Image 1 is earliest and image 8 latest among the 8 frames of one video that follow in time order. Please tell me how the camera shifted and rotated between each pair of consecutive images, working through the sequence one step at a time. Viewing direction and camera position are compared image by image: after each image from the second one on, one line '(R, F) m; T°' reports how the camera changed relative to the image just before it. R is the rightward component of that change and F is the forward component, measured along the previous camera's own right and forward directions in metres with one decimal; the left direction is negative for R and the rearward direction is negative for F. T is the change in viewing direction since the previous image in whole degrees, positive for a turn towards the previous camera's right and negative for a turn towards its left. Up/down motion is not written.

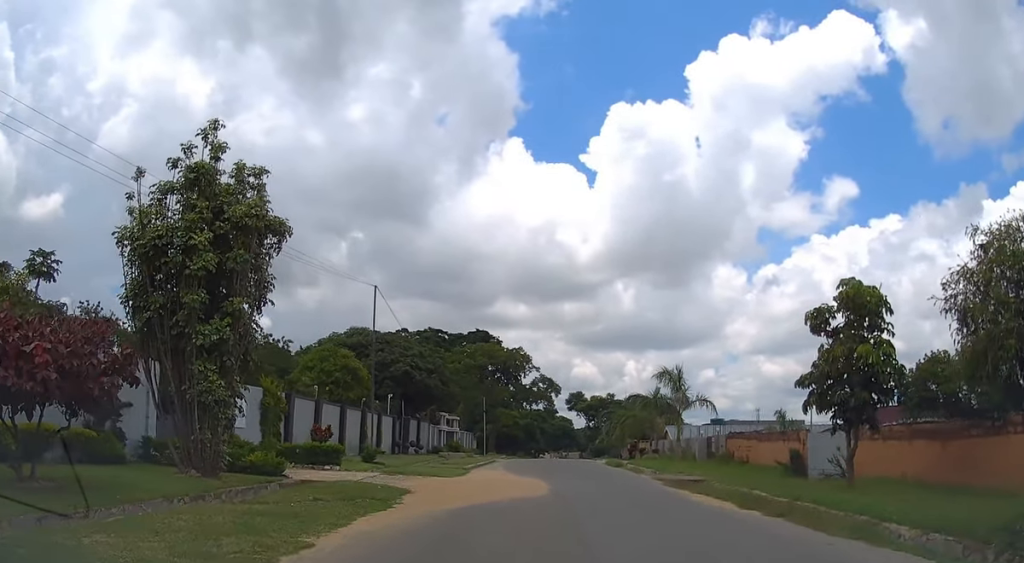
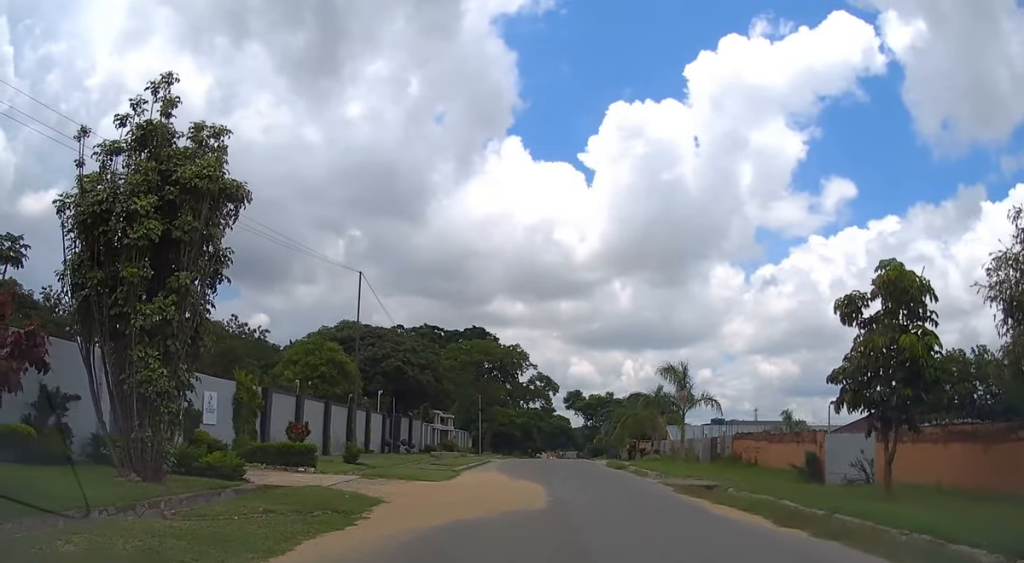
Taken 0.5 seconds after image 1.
(-0.1, +2.2) m; +2°
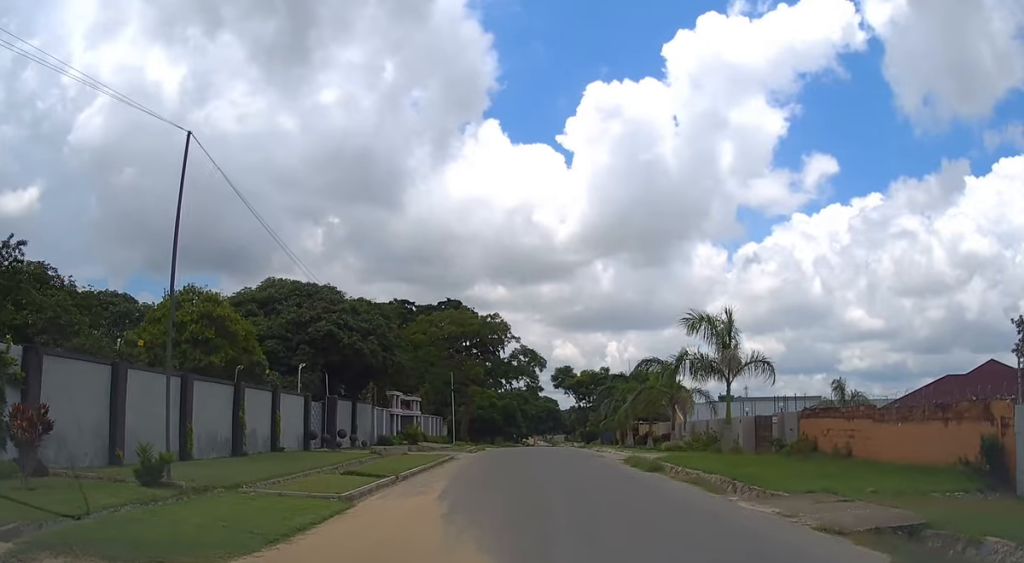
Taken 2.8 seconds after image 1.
(+0.6, +13.1) m; +1°
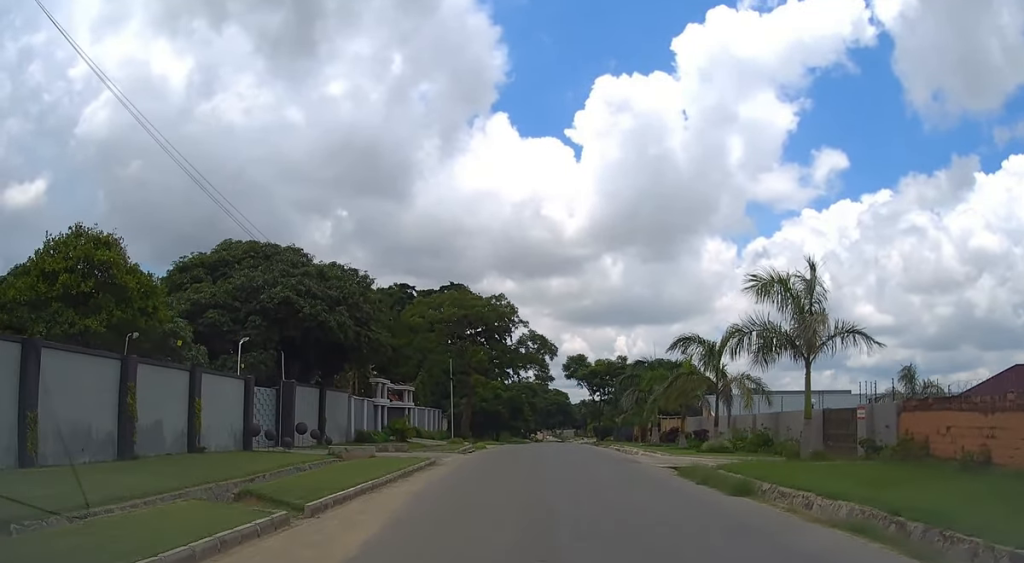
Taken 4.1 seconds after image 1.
(-0.2, +8.1) m; -2°
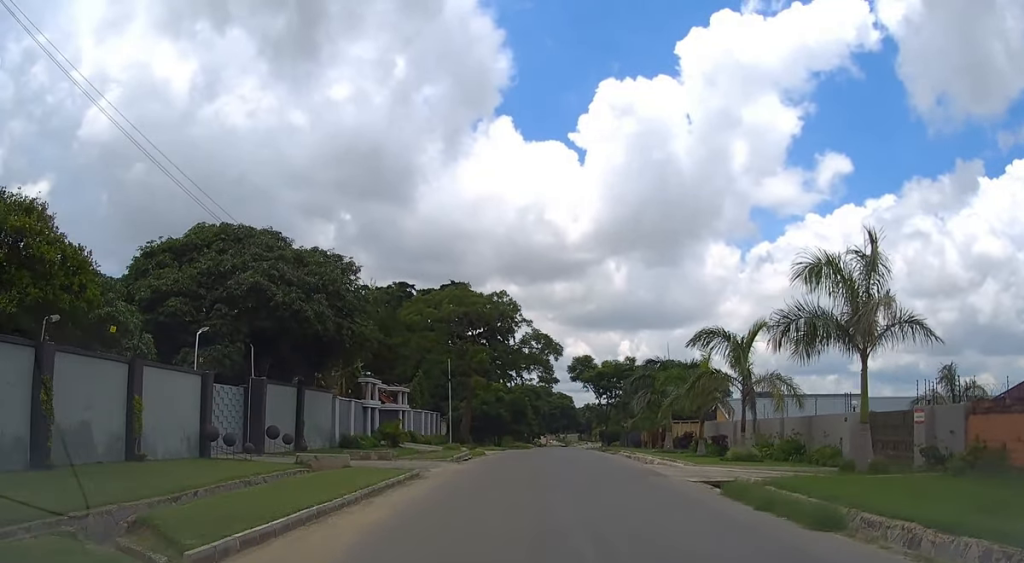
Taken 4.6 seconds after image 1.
(0.0, +3.6) m; 0°
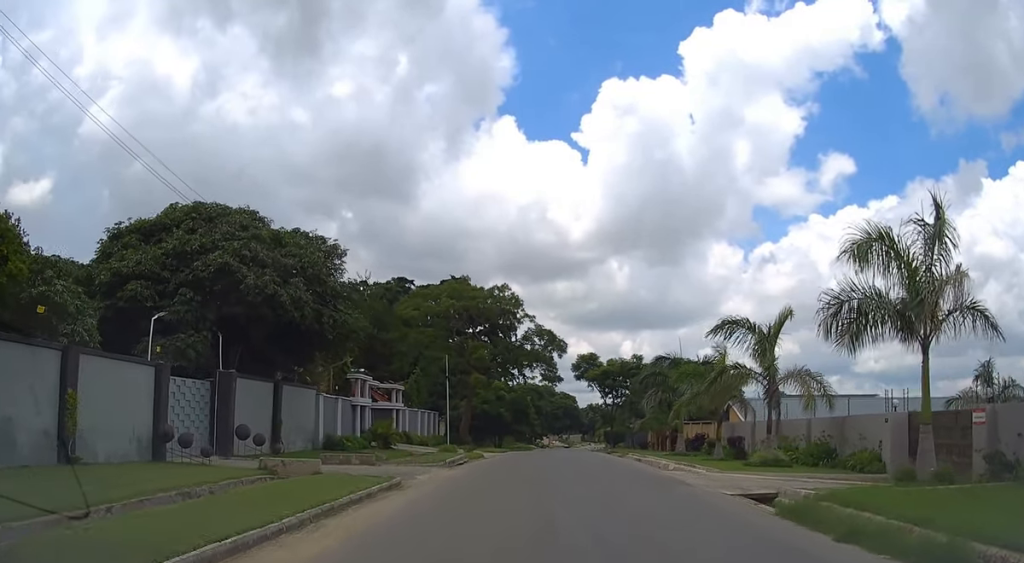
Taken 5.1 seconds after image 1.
(0.0, +3.0) m; 0°
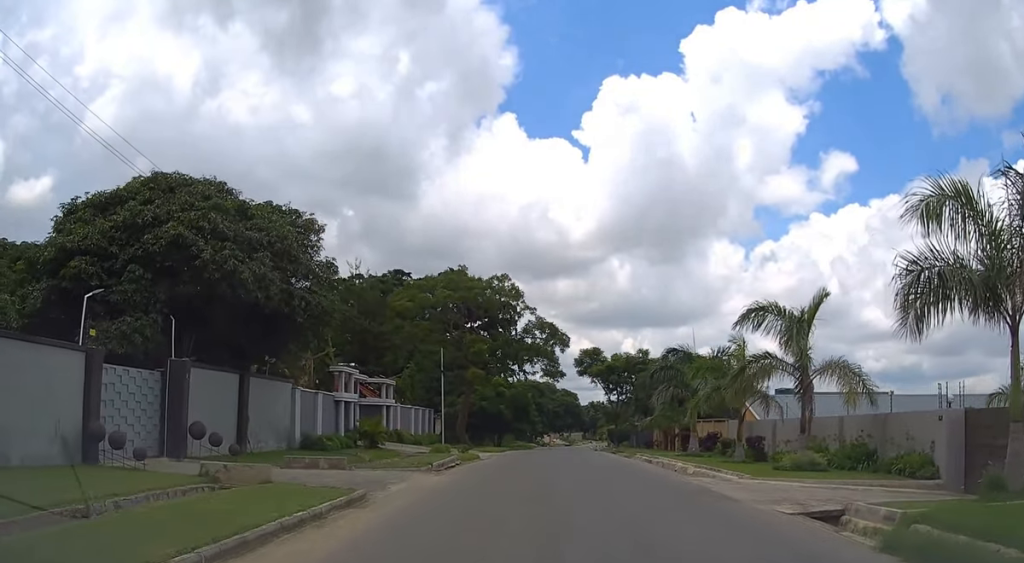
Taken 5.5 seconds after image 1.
(0.0, +3.3) m; 0°
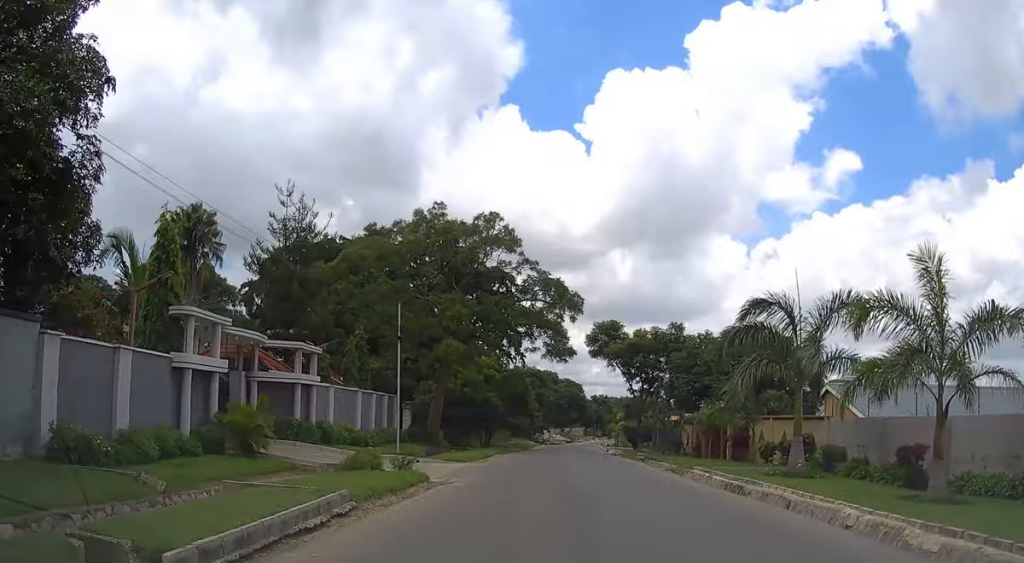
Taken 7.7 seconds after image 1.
(-0.1, +16.2) m; -1°
